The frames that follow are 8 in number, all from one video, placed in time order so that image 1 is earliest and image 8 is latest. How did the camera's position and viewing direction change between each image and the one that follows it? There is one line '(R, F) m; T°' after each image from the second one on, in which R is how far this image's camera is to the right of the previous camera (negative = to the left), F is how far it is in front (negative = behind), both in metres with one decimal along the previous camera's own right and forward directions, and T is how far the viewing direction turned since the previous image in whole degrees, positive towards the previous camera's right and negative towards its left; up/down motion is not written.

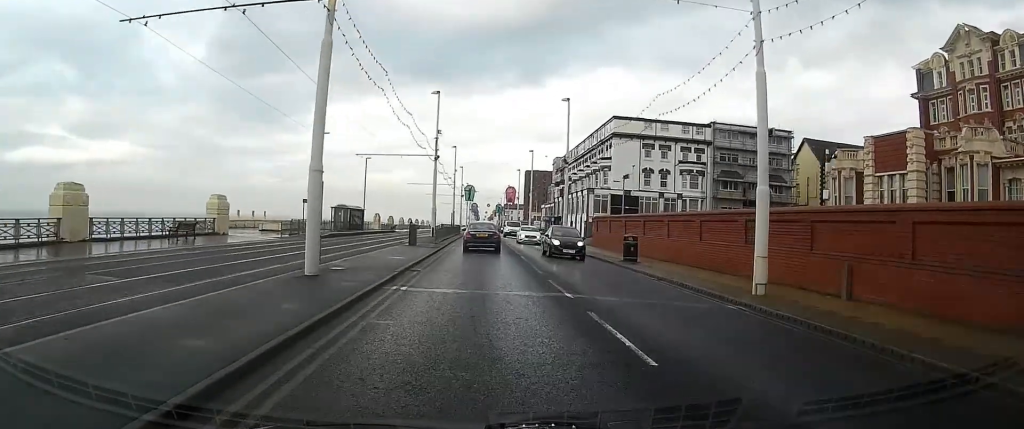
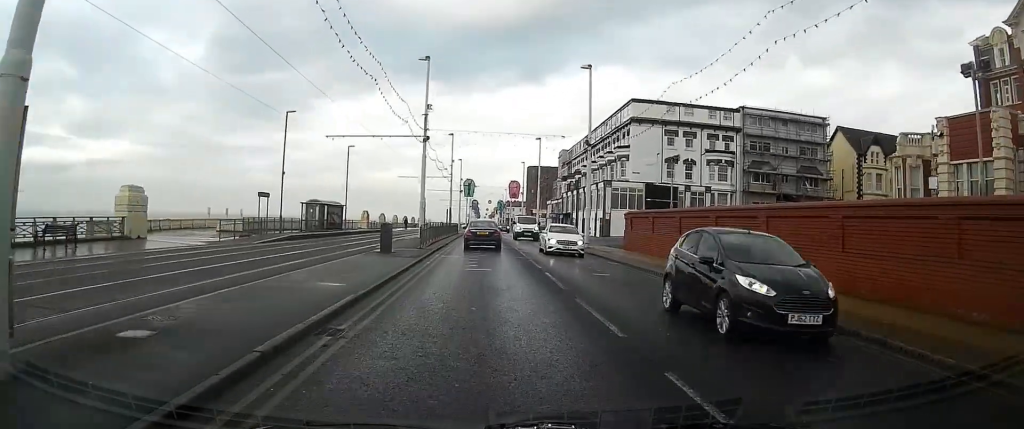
(0.0, +10.1) m; 0°
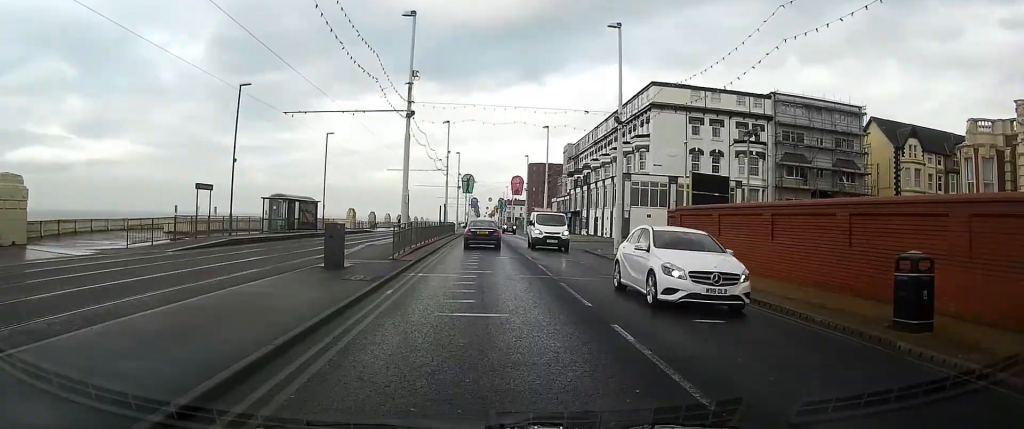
(0.0, +8.8) m; 0°
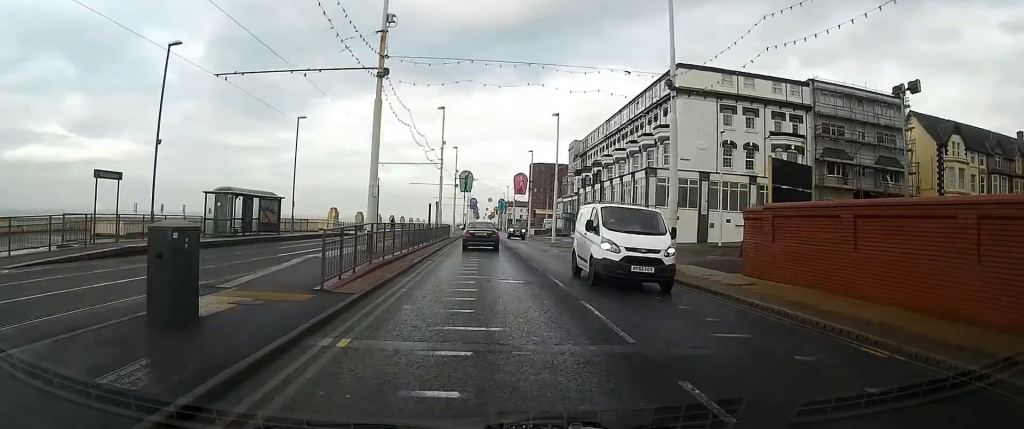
(0.0, +8.7) m; 0°
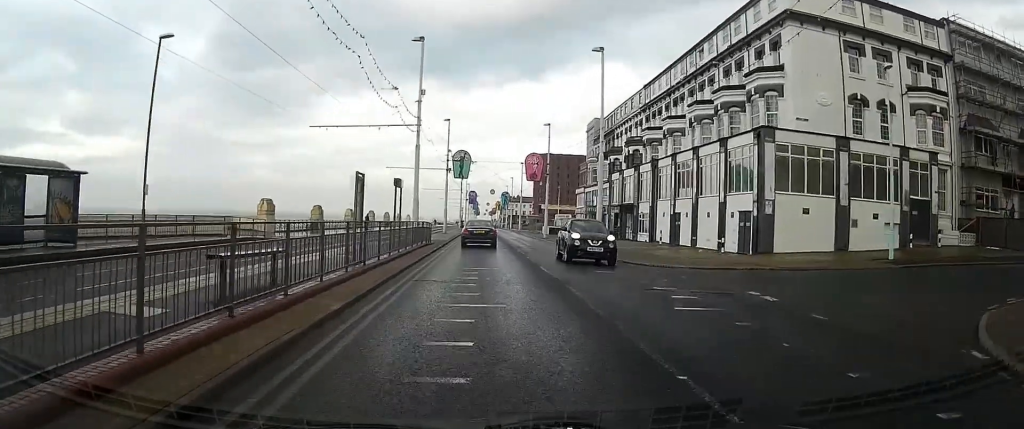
(+0.1, +20.8) m; +1°
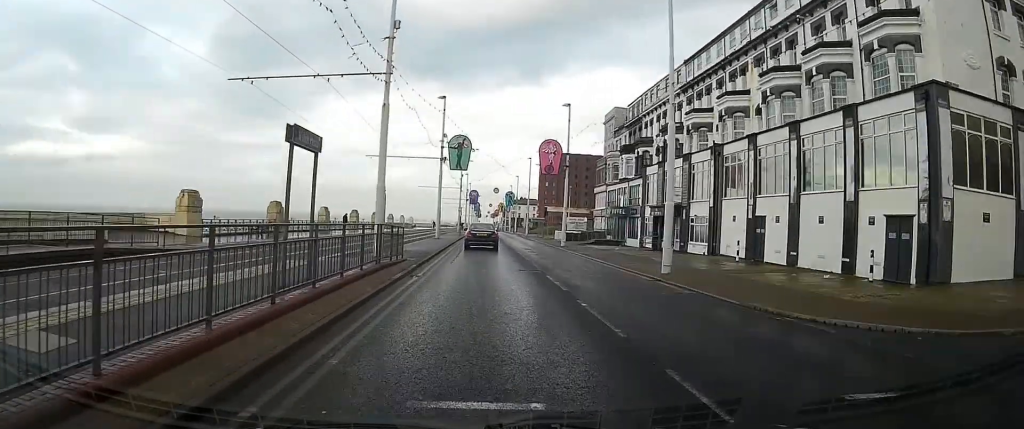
(0.0, +12.6) m; 0°
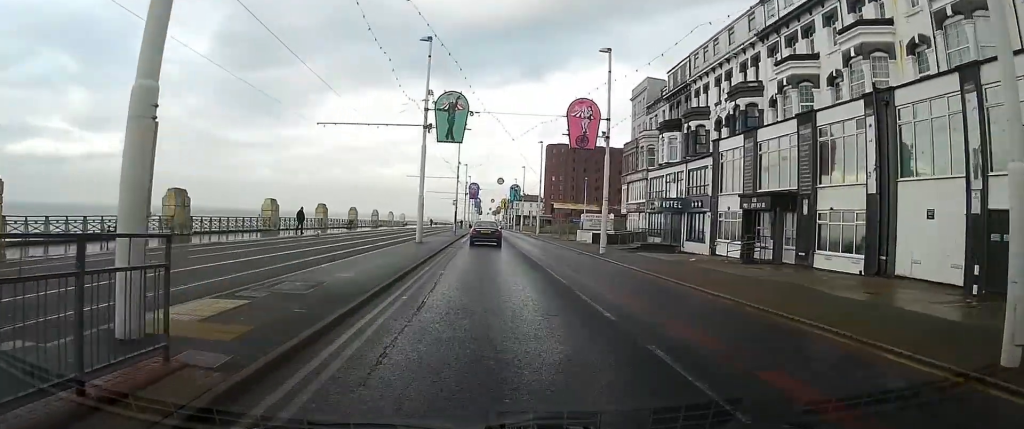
(0.0, +16.1) m; 0°
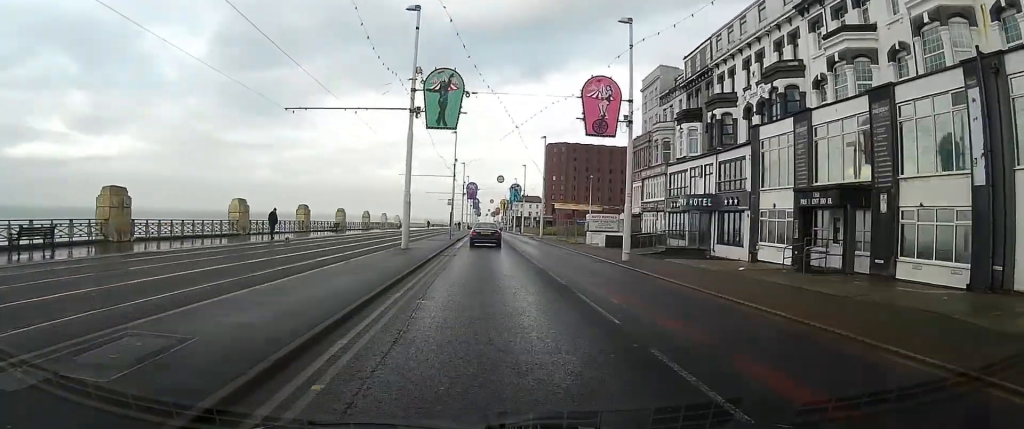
(0.0, +5.9) m; 0°
